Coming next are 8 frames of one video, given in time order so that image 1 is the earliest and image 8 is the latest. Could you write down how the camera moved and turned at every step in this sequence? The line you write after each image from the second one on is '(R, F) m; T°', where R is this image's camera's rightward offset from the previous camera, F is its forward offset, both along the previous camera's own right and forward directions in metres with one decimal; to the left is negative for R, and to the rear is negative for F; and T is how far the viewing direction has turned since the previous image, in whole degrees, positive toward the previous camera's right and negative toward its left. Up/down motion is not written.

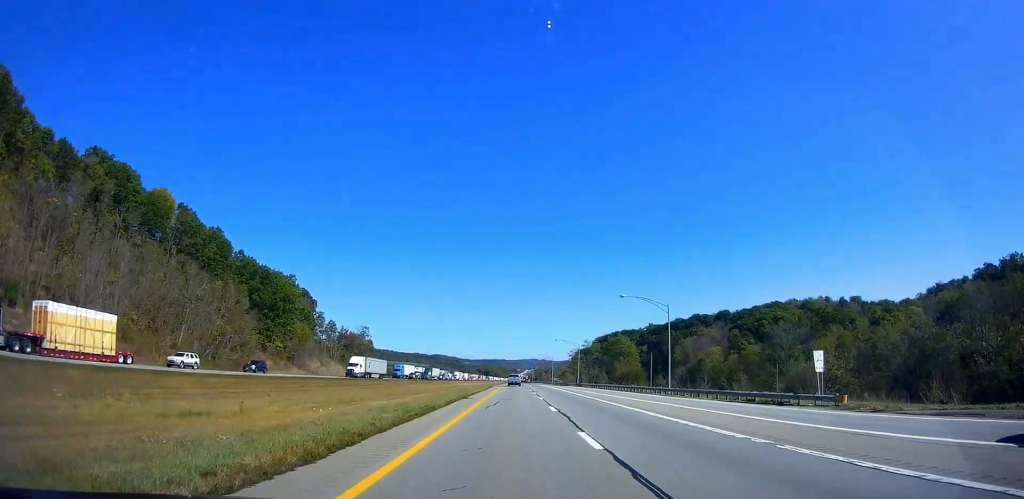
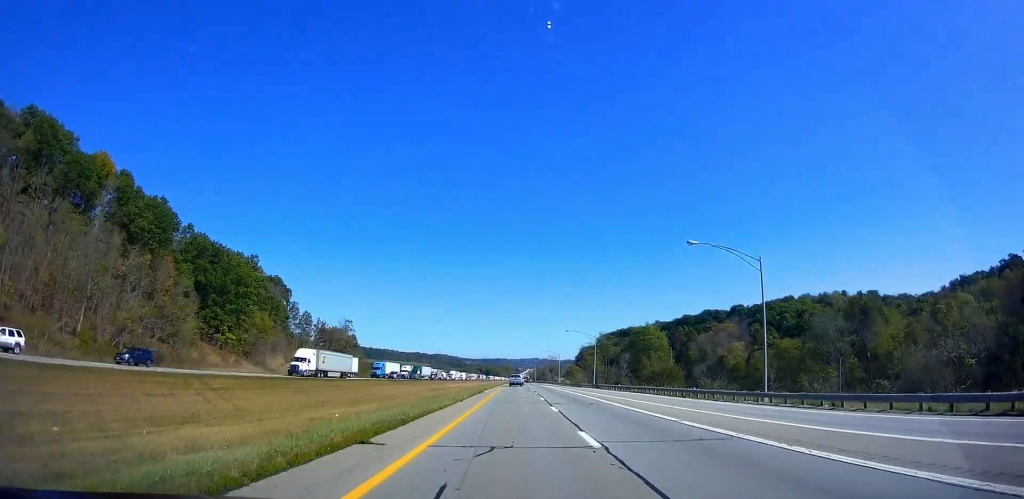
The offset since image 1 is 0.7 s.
(-0.1, +23.8) m; 0°
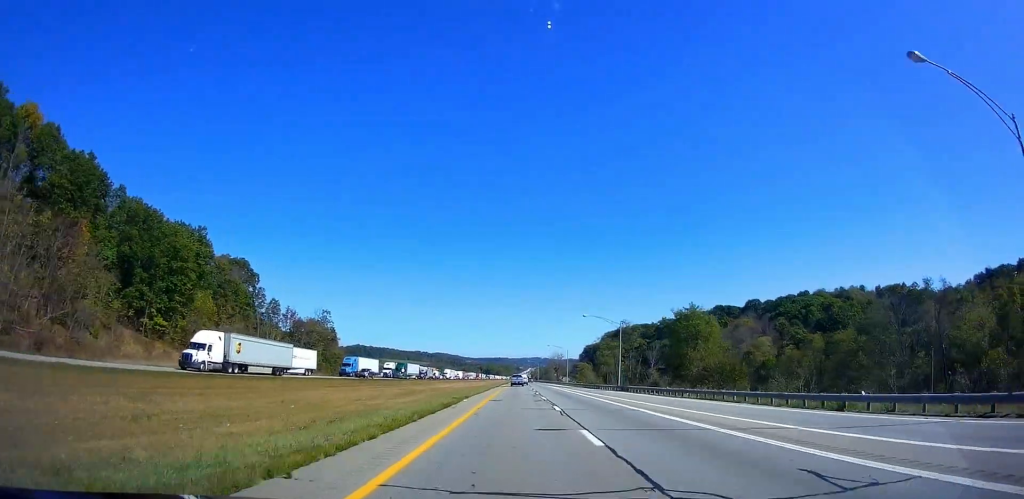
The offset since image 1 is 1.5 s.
(-0.4, +23.7) m; 0°
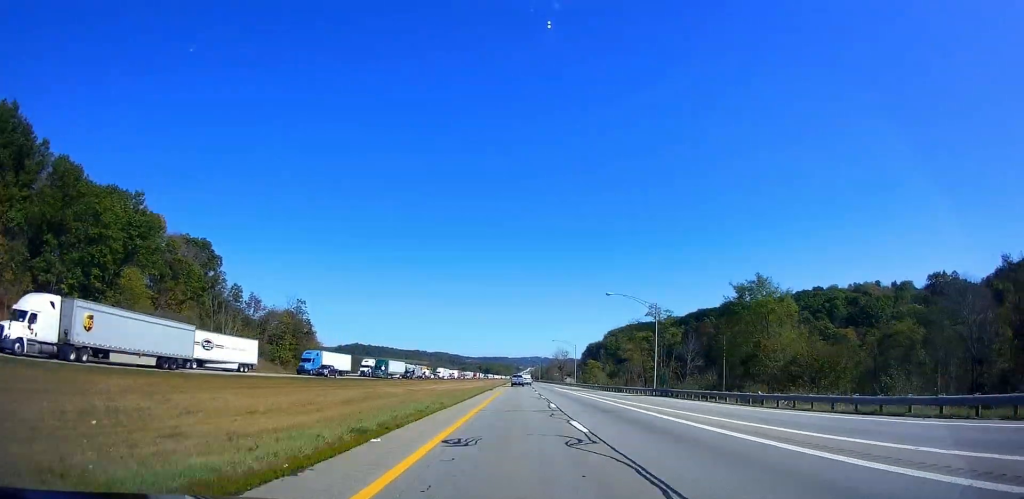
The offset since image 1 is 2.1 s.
(+0.4, +20.4) m; 0°
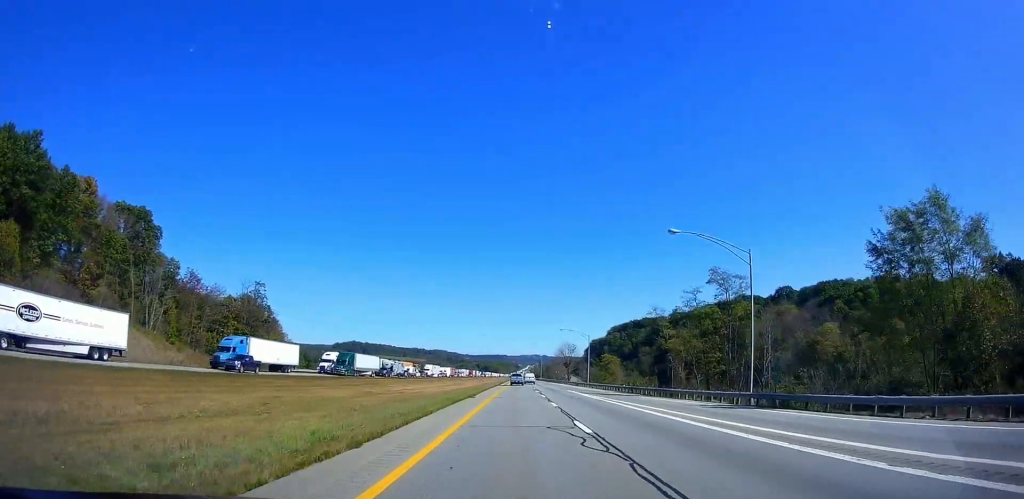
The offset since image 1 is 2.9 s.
(-0.2, +24.8) m; 0°
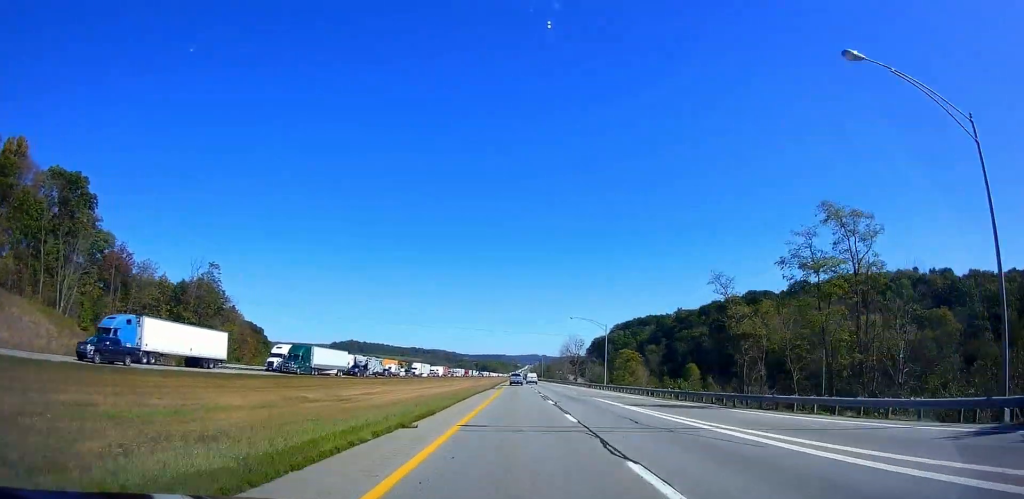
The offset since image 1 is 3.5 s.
(-0.2, +20.5) m; 0°
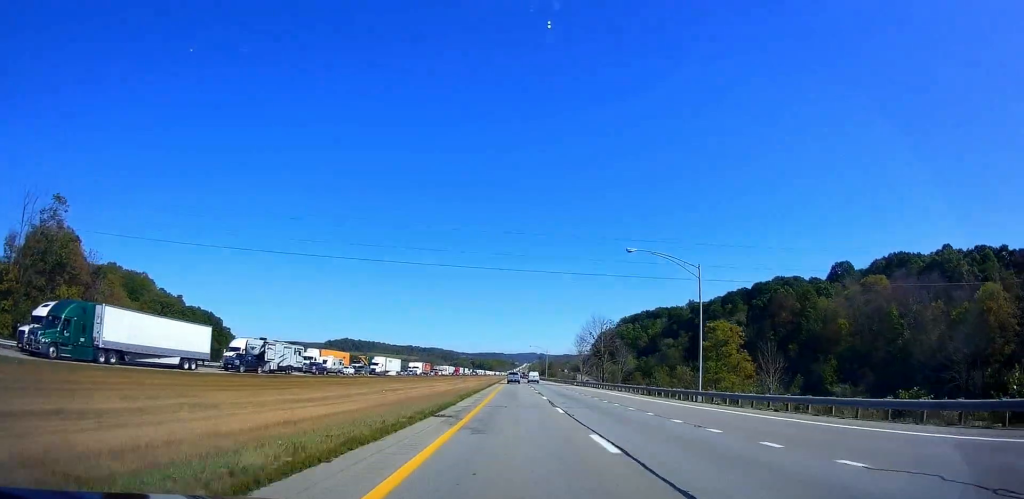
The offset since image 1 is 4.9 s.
(+0.2, +43.2) m; 0°
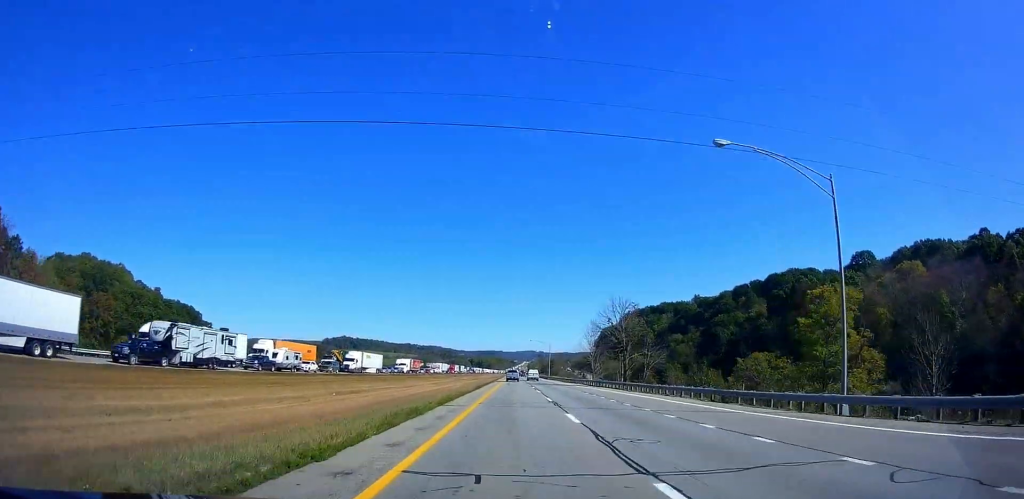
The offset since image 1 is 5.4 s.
(-0.4, +17.3) m; 0°
